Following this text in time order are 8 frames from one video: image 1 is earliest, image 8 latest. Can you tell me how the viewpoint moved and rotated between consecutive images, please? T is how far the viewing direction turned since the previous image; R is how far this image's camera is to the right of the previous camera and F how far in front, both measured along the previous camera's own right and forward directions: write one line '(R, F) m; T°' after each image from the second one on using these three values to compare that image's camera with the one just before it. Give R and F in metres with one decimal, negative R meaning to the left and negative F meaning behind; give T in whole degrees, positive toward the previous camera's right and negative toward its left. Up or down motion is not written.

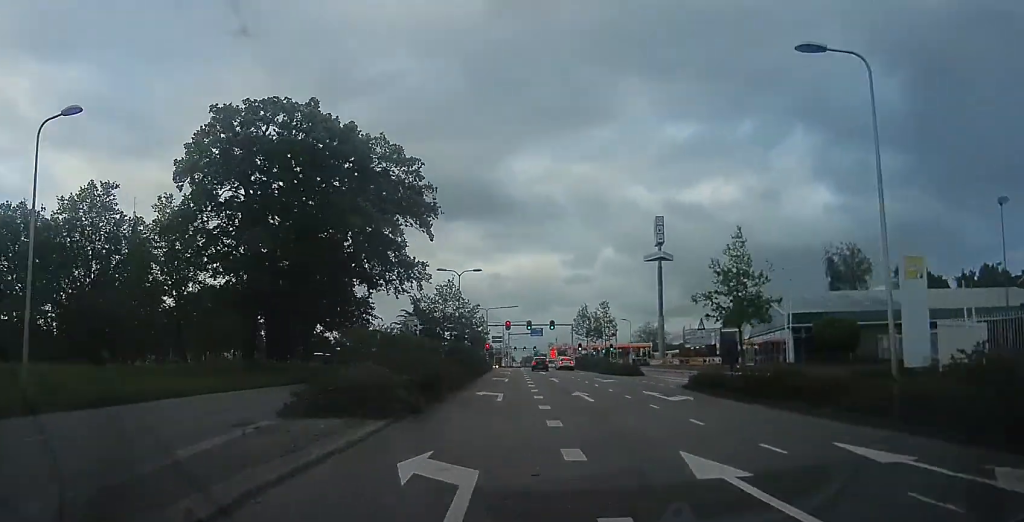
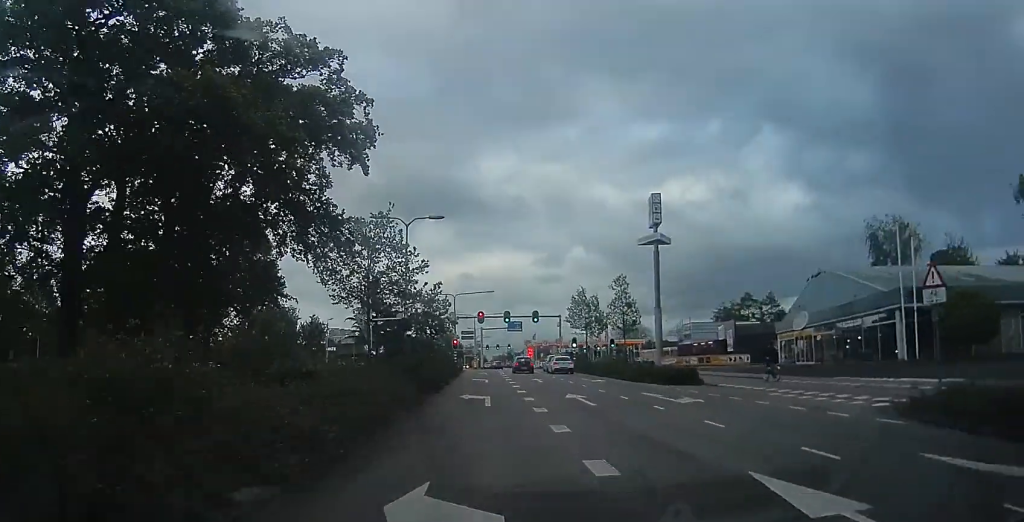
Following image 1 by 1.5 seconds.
(0.0, +17.8) m; 0°
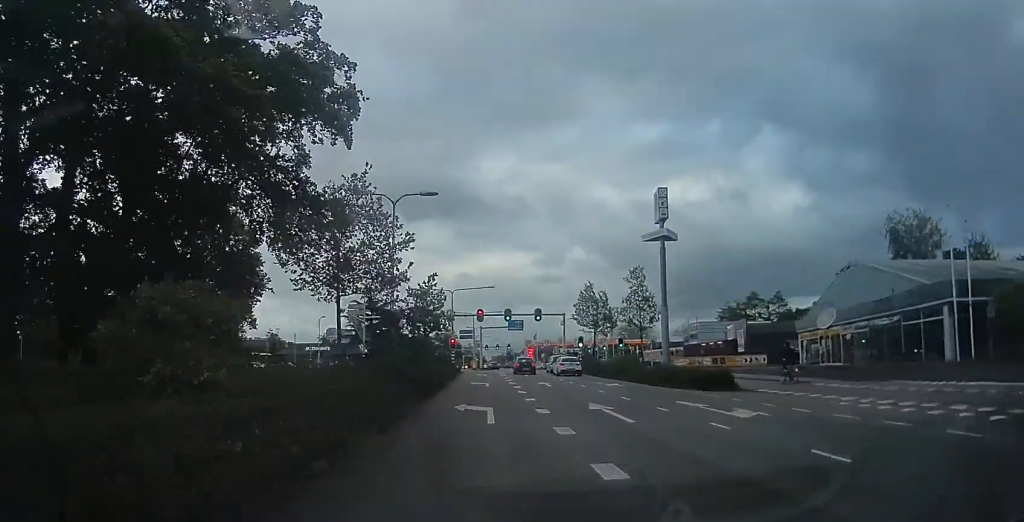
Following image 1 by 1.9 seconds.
(0.0, +4.4) m; +1°
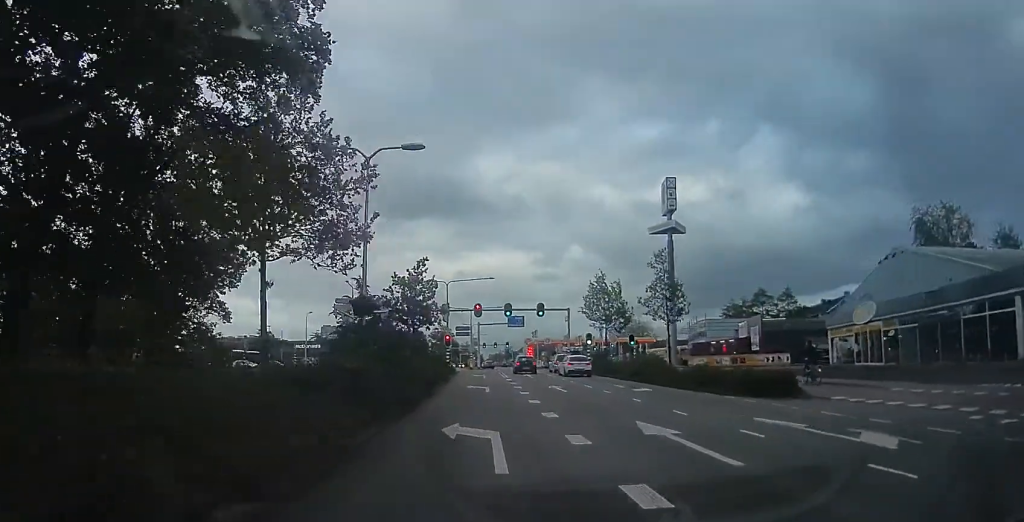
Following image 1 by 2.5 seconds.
(-0.1, +5.6) m; +3°
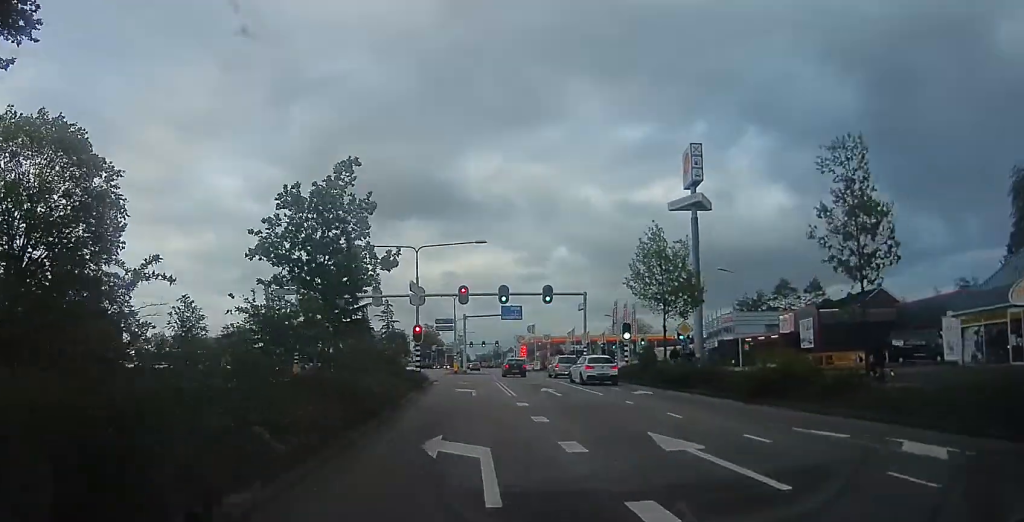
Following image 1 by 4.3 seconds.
(+2.1, +17.2) m; +5°
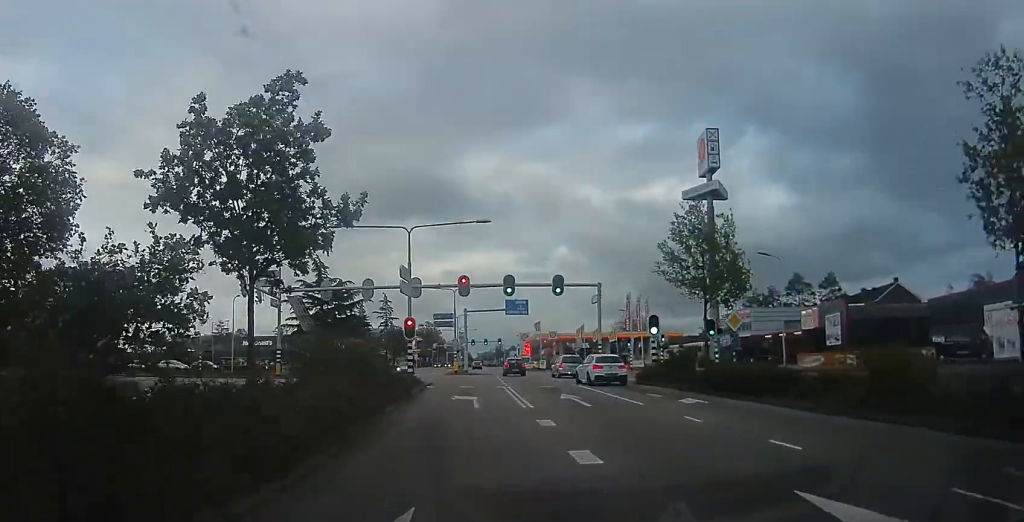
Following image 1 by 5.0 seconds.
(0.0, +5.5) m; -5°
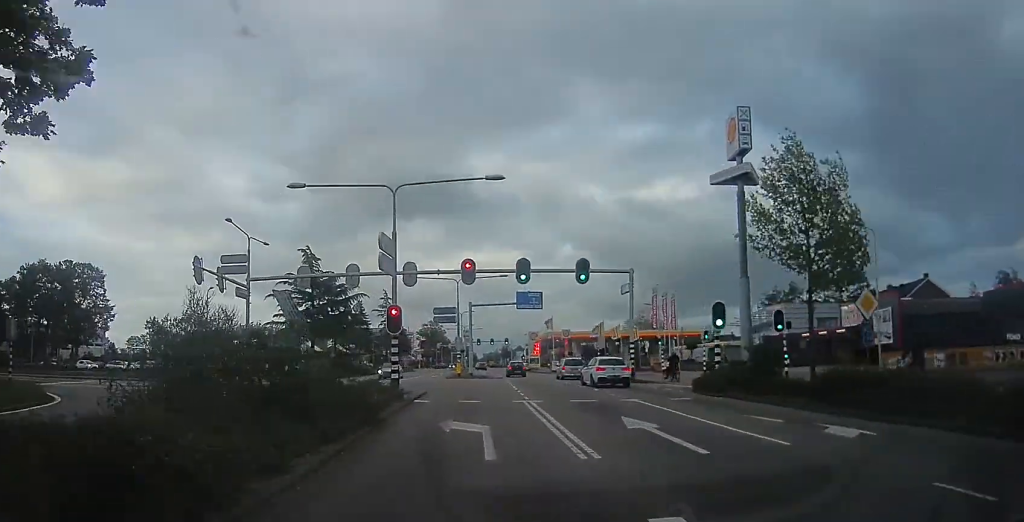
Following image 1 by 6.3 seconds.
(-0.7, +8.6) m; +2°
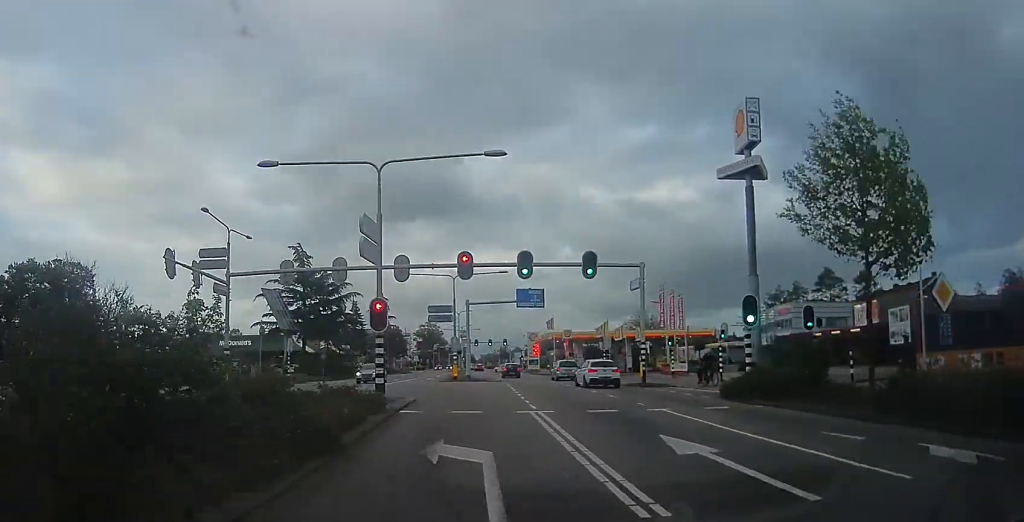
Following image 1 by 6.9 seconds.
(+0.4, +3.4) m; +4°
